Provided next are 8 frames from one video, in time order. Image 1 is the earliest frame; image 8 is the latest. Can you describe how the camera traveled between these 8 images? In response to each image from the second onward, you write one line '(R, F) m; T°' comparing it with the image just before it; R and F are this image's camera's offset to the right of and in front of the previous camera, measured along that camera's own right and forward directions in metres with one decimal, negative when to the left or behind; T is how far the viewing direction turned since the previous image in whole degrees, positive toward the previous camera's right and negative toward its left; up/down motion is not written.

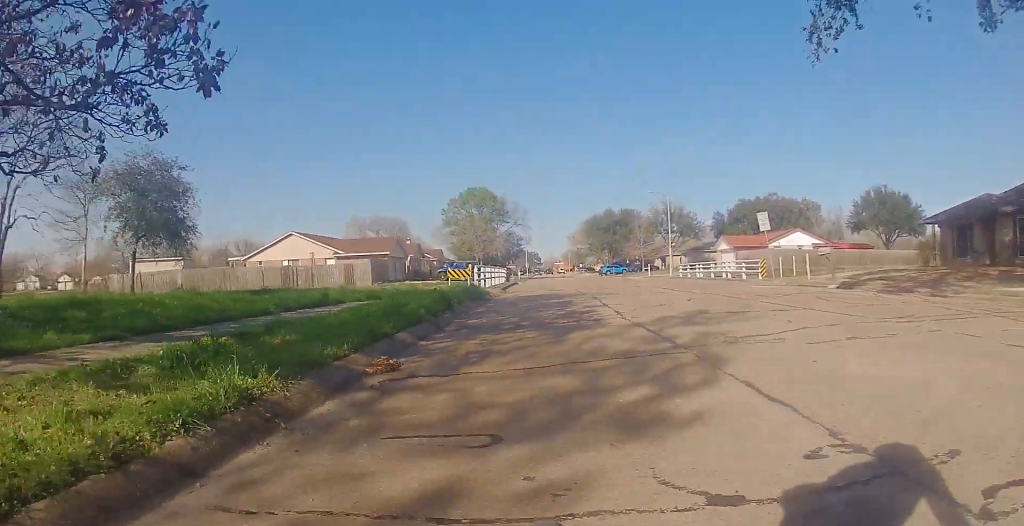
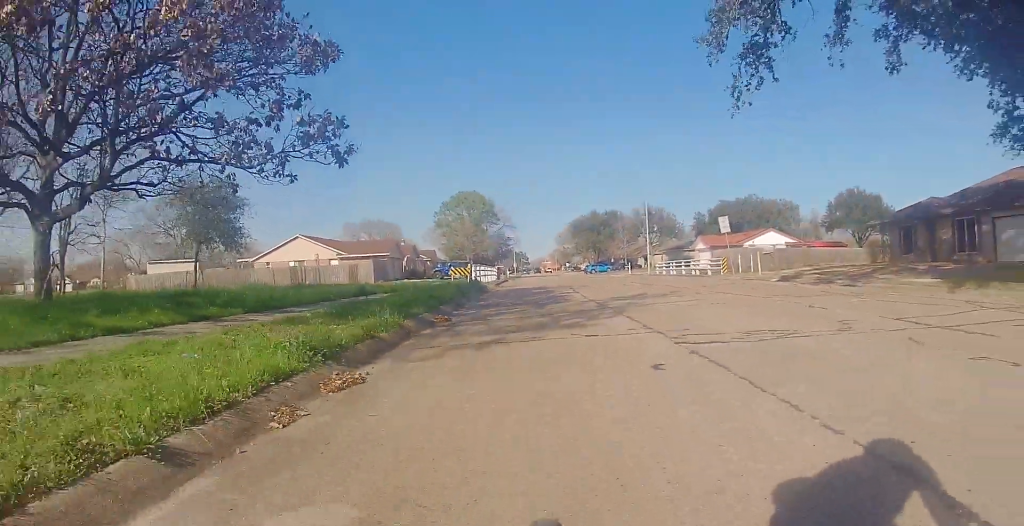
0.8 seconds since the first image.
(-0.1, +4.0) m; -4°
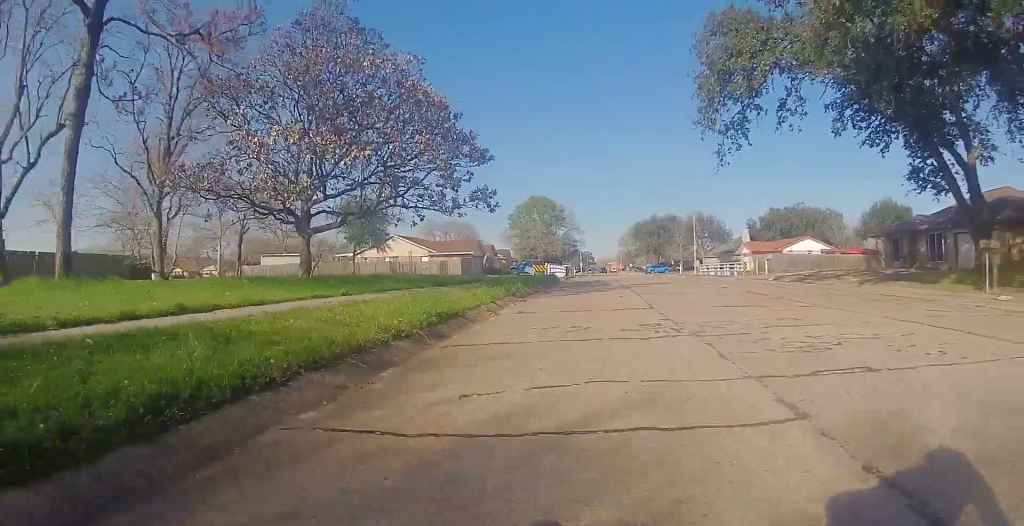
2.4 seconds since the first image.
(-0.6, +8.4) m; -3°
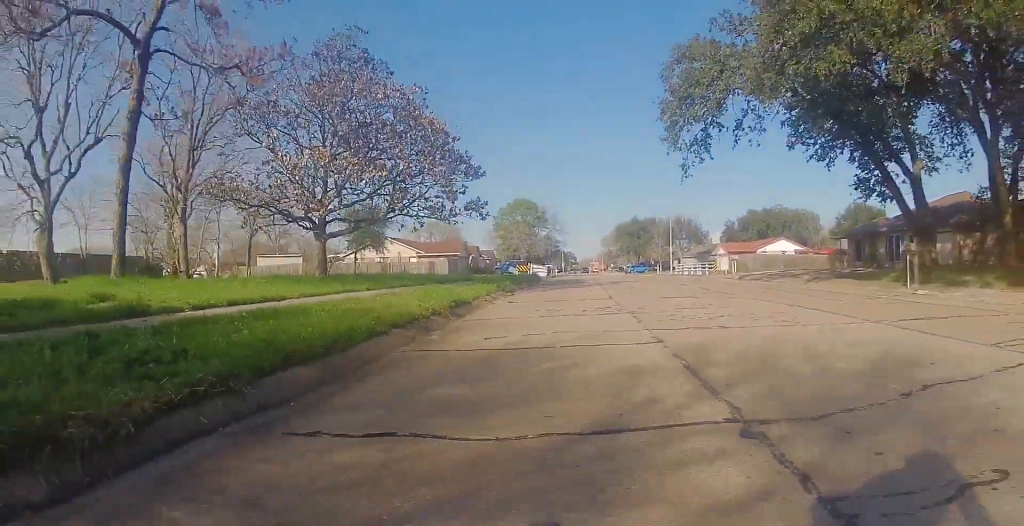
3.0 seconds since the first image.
(+0.1, +2.8) m; +2°
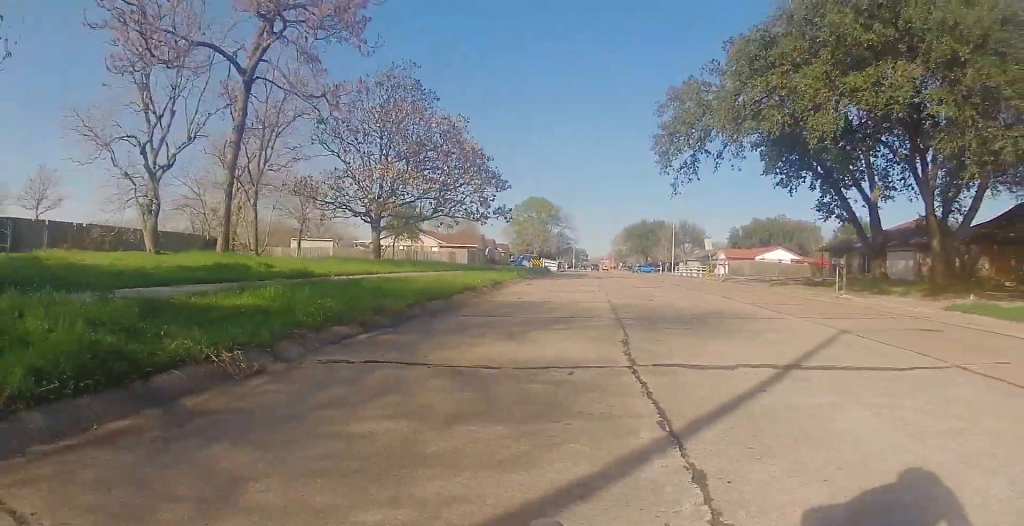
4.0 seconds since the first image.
(+0.1, +5.0) m; 0°
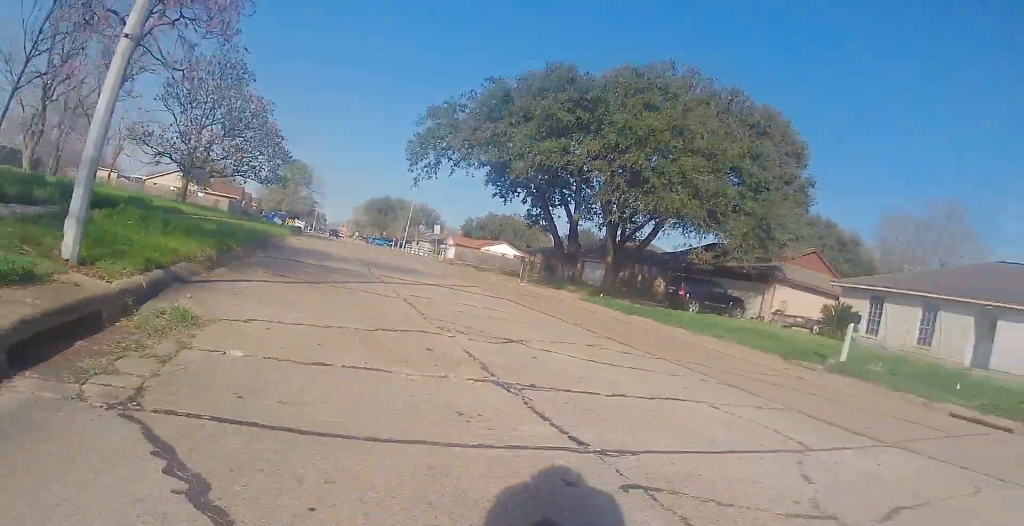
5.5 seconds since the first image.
(+0.3, +7.8) m; +14°
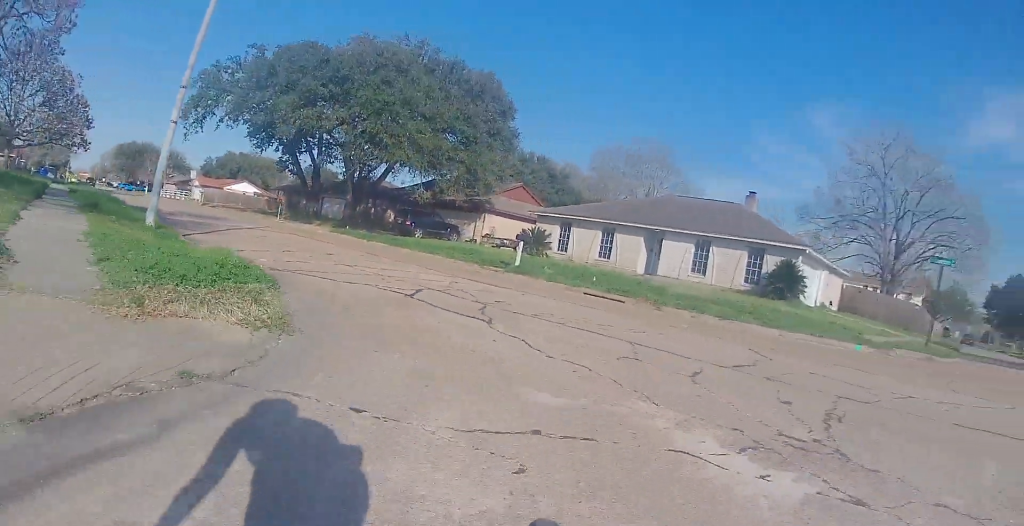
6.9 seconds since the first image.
(+1.7, +6.0) m; +33°
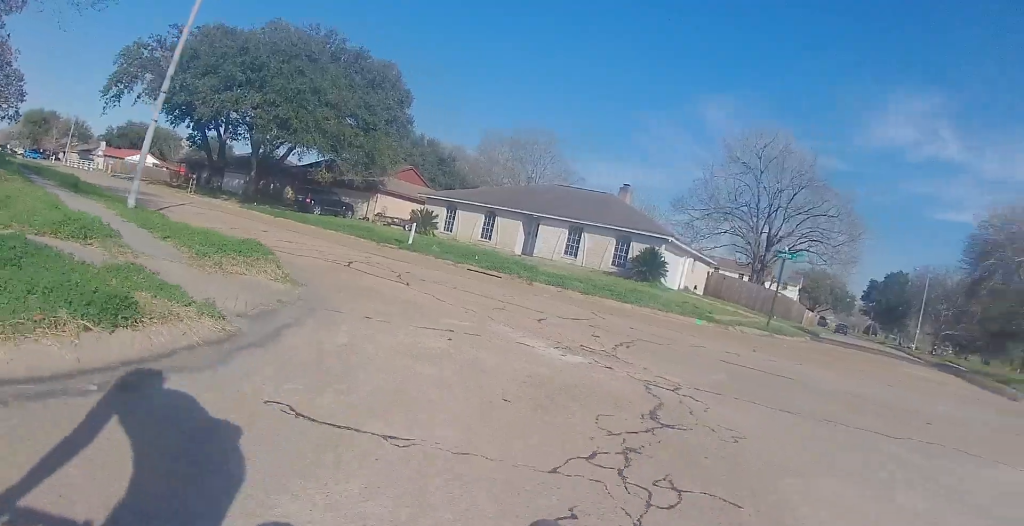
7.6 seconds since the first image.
(+0.4, +3.1) m; +10°
